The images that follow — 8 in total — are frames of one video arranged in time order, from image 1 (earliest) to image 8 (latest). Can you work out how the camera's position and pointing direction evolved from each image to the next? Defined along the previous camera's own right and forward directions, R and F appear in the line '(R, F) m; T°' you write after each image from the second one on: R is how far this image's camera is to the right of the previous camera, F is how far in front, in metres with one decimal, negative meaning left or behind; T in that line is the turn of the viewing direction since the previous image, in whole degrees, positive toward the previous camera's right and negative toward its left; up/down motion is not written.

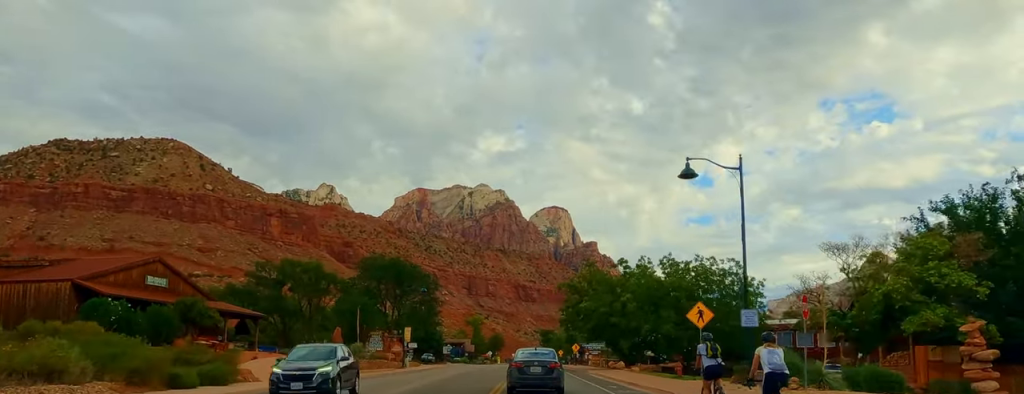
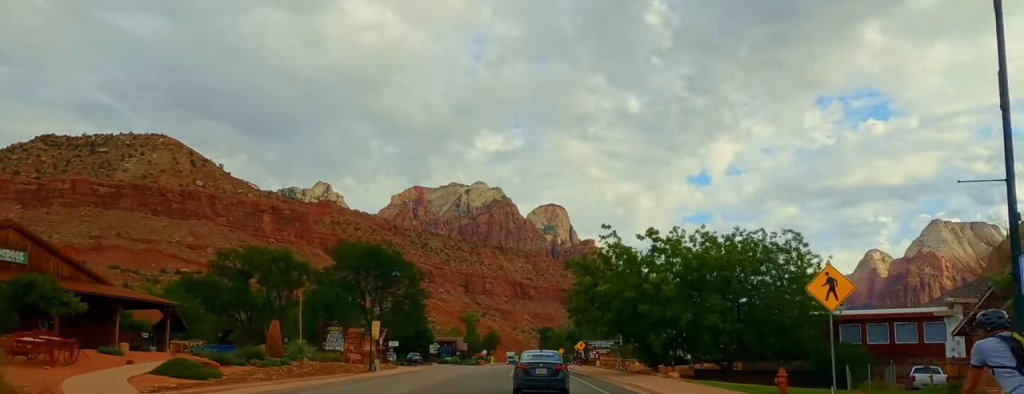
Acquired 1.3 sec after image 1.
(0.0, +14.9) m; 0°
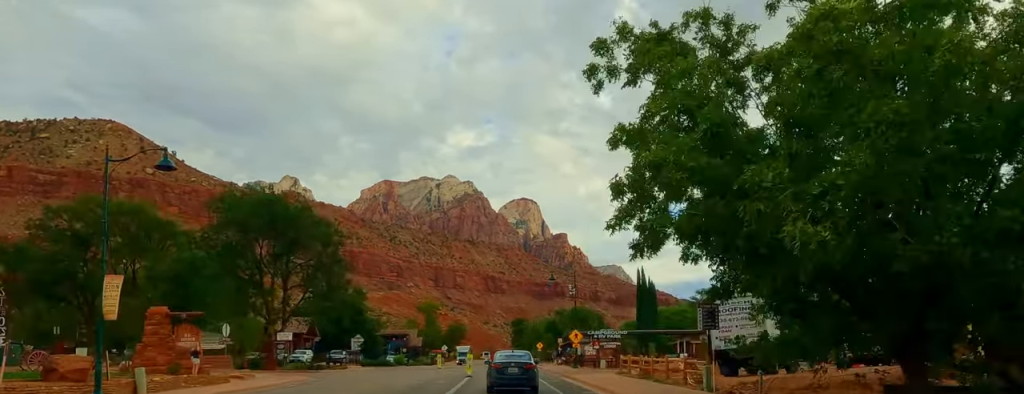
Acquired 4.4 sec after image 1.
(-0.2, +35.9) m; -1°
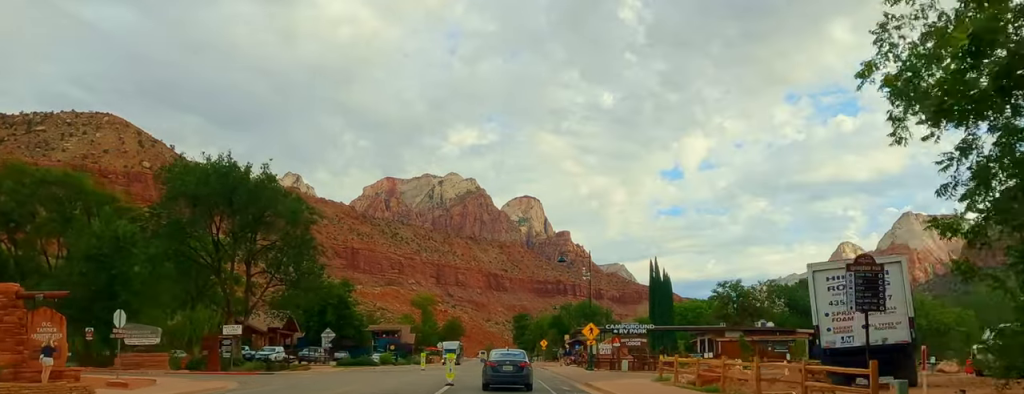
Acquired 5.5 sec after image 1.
(-0.2, +12.3) m; 0°
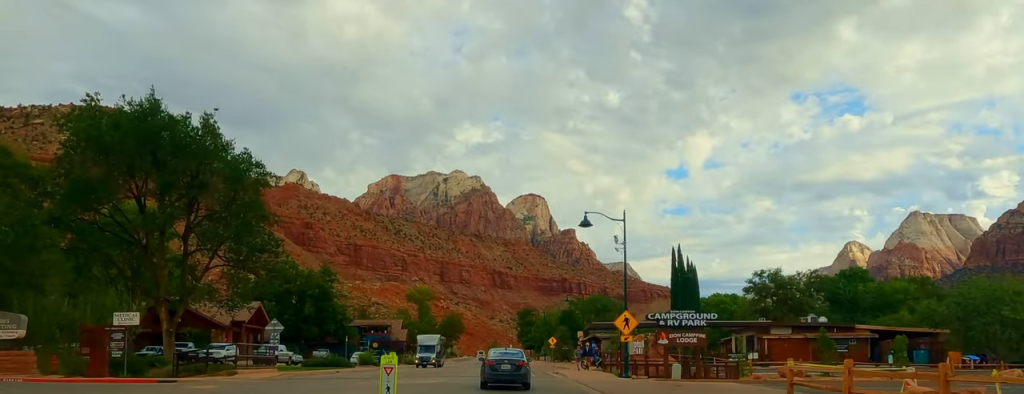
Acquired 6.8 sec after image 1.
(+0.1, +14.8) m; 0°
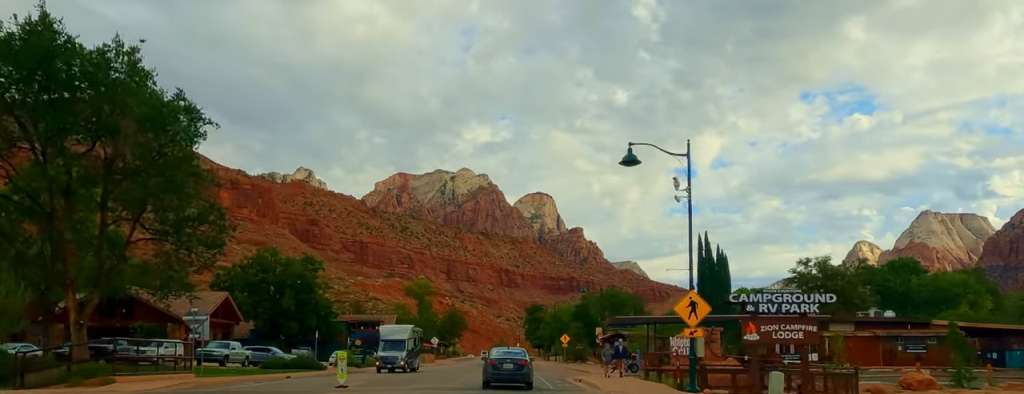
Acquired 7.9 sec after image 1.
(+0.1, +12.5) m; 0°
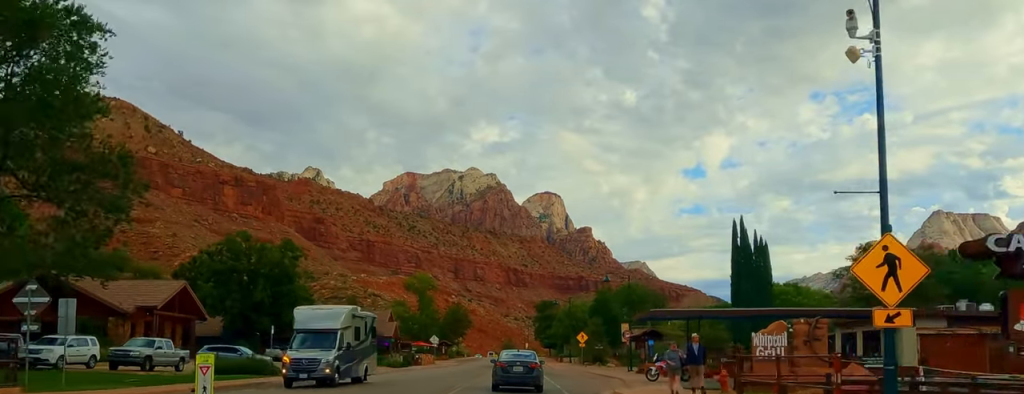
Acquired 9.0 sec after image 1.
(0.0, +12.0) m; 0°
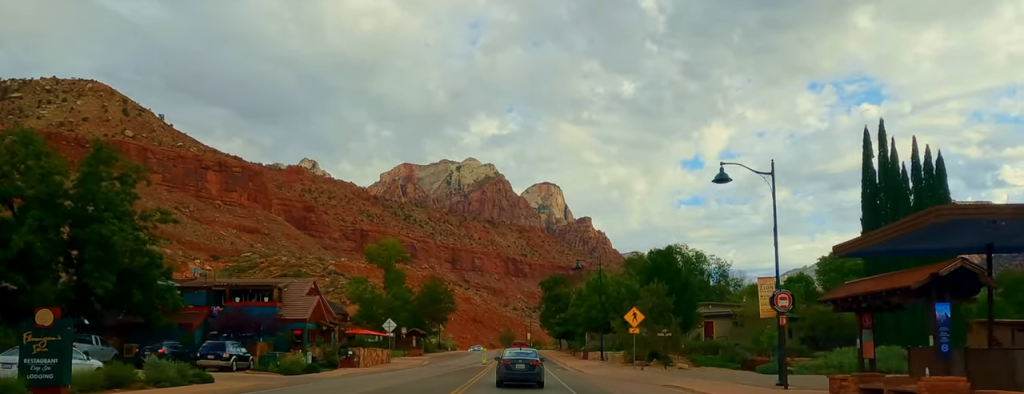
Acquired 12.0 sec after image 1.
(0.0, +34.6) m; 0°
